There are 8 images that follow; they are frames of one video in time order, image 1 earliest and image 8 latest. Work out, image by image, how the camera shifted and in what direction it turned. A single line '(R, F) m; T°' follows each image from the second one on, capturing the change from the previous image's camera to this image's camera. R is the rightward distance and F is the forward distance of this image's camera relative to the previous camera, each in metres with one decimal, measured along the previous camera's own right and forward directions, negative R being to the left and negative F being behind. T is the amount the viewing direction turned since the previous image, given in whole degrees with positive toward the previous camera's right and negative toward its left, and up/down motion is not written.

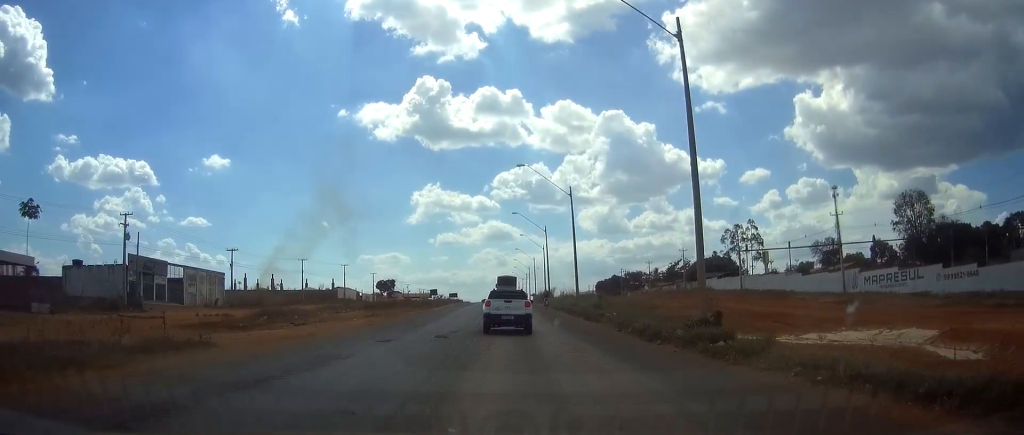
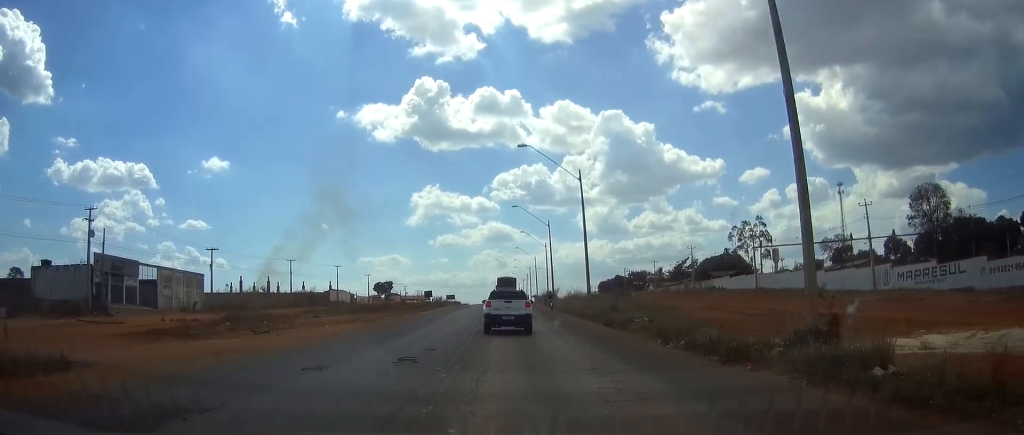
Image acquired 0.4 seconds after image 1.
(0.0, +7.8) m; 0°
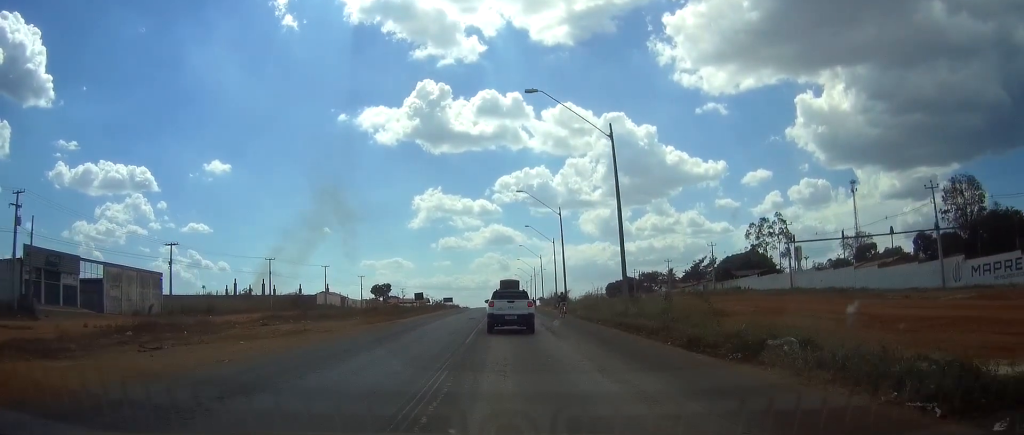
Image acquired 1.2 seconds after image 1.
(-0.1, +13.6) m; 0°
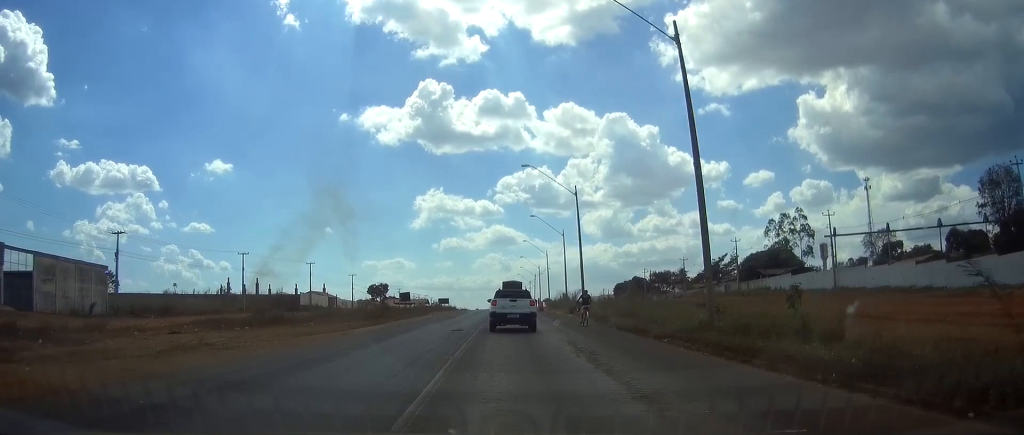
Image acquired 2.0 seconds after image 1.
(0.0, +13.8) m; 0°
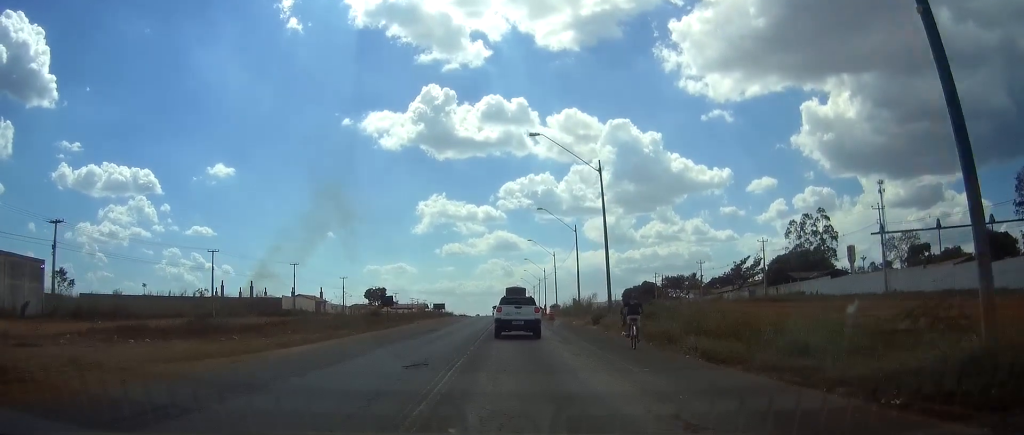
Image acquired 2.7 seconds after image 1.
(0.0, +13.2) m; 0°
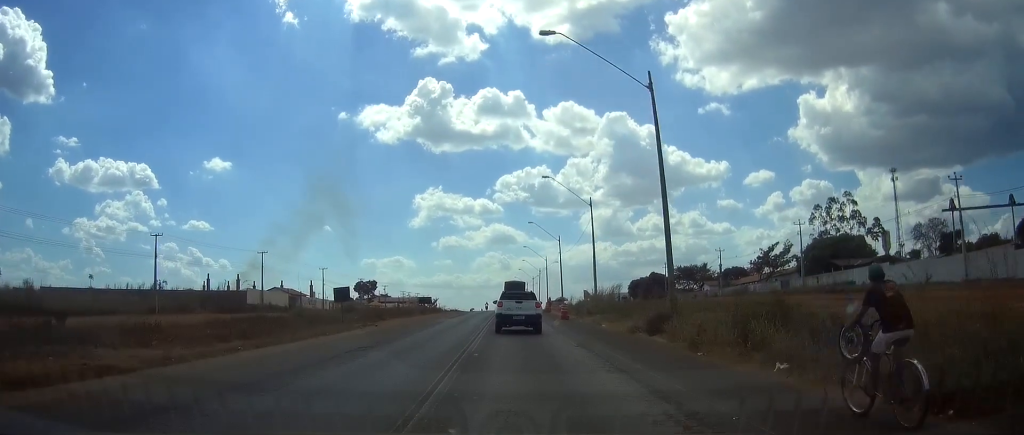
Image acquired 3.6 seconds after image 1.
(-0.1, +16.1) m; 0°
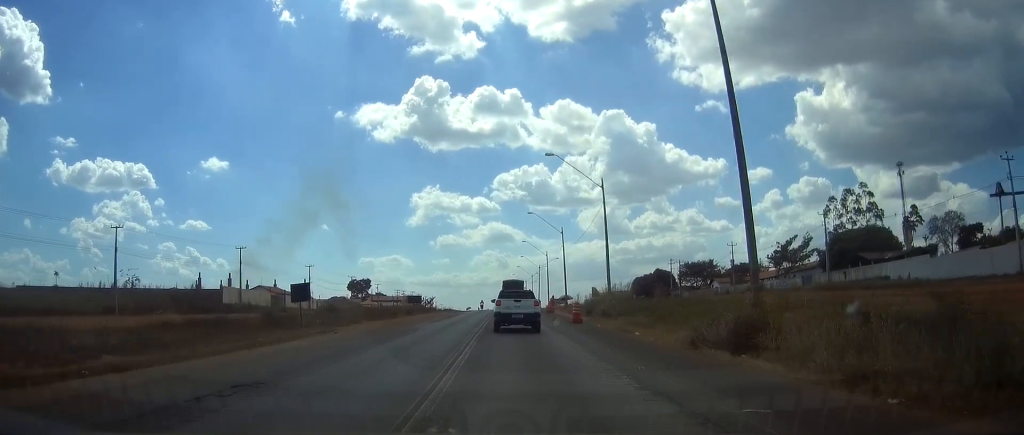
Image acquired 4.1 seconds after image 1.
(0.0, +9.5) m; 0°
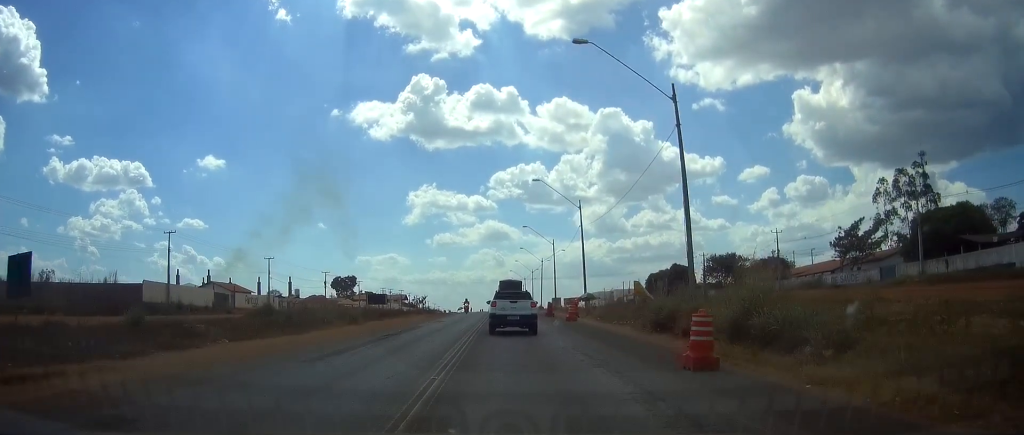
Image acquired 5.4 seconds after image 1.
(+0.2, +23.7) m; 0°
